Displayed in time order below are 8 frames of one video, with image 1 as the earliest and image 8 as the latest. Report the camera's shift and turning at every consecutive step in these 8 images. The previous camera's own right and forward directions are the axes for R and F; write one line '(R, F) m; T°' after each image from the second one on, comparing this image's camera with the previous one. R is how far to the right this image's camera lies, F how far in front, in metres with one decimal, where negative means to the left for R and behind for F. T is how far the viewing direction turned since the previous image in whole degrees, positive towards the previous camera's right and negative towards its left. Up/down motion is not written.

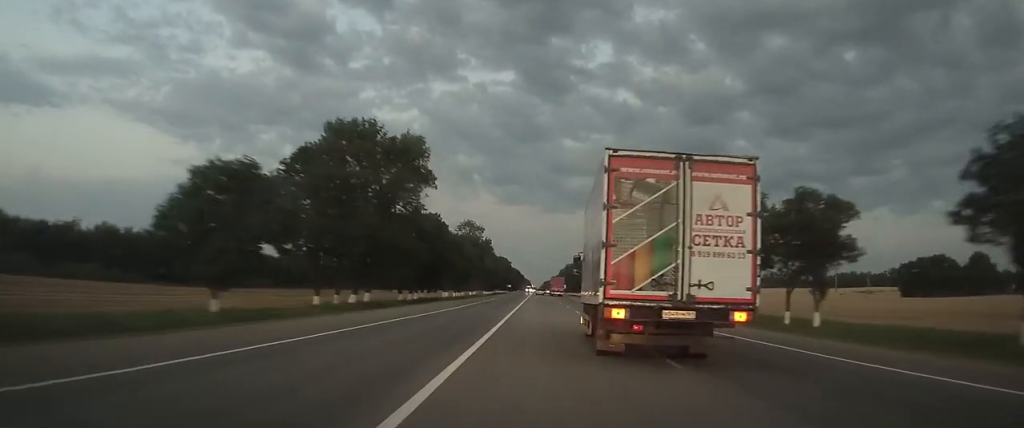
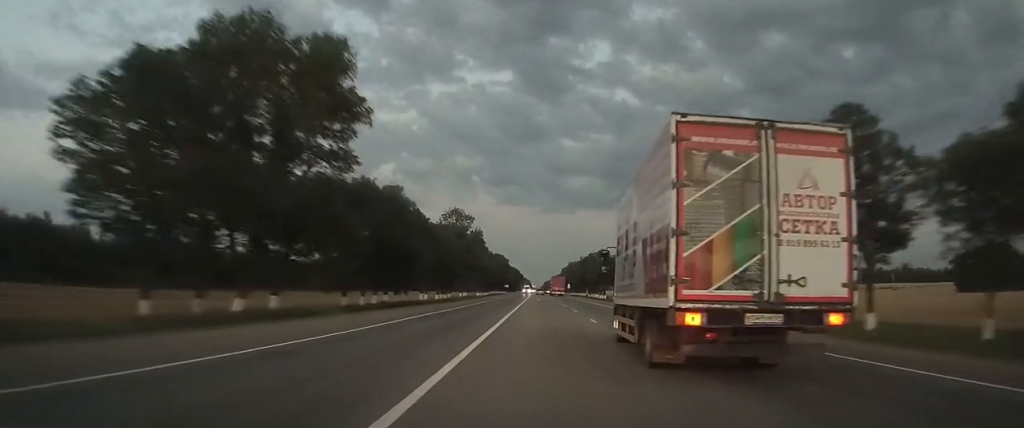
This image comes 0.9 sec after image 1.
(+0.1, +22.6) m; 0°
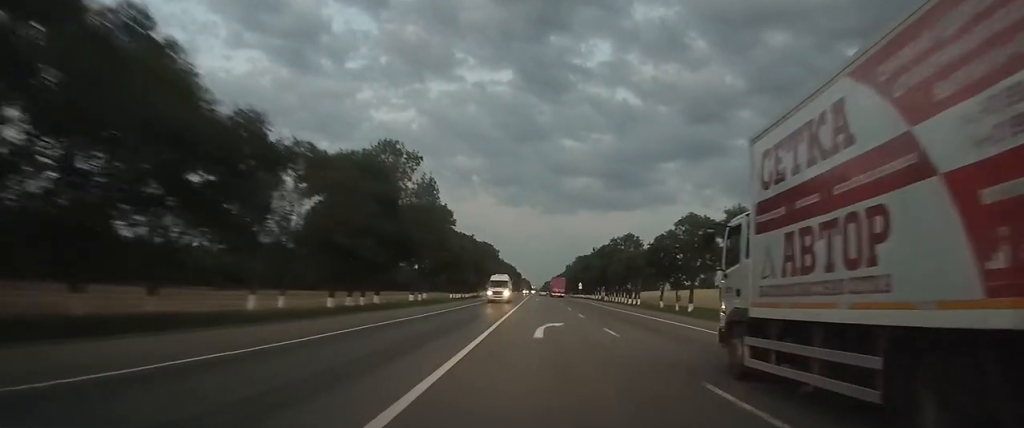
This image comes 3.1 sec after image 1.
(0.0, +54.7) m; 0°
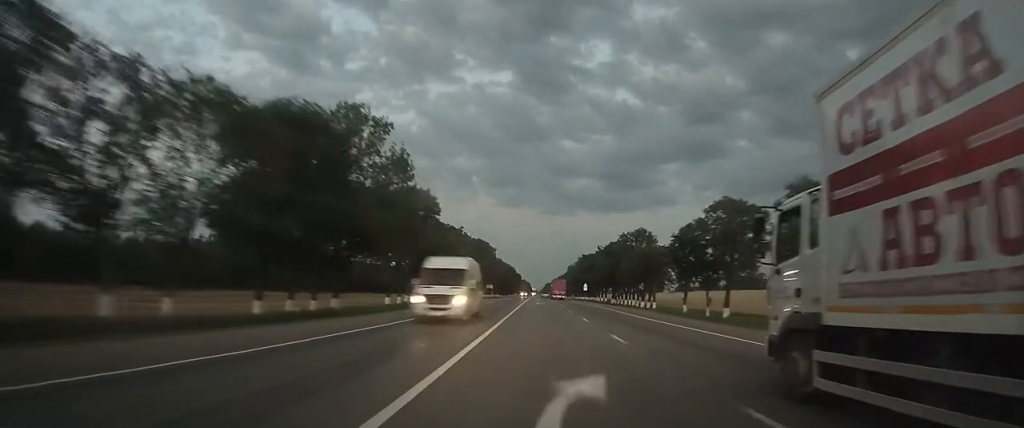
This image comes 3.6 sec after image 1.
(0.0, +14.0) m; 0°
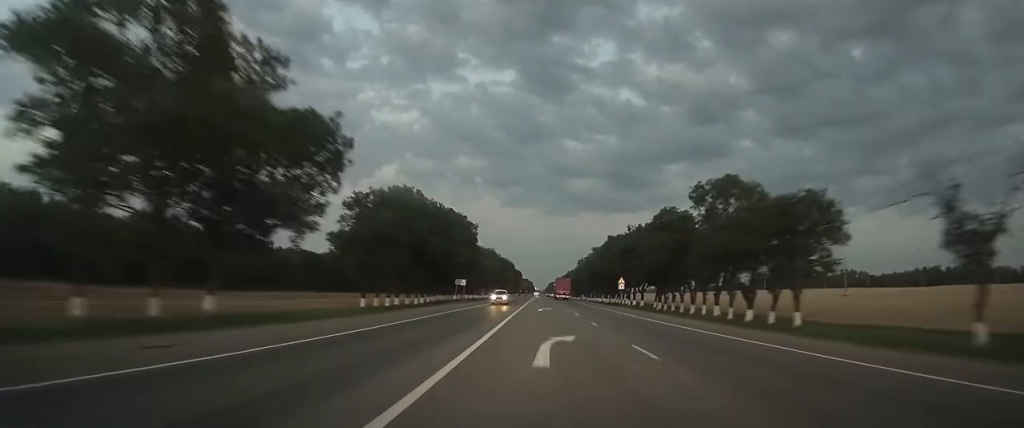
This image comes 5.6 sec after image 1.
(0.0, +52.2) m; 0°
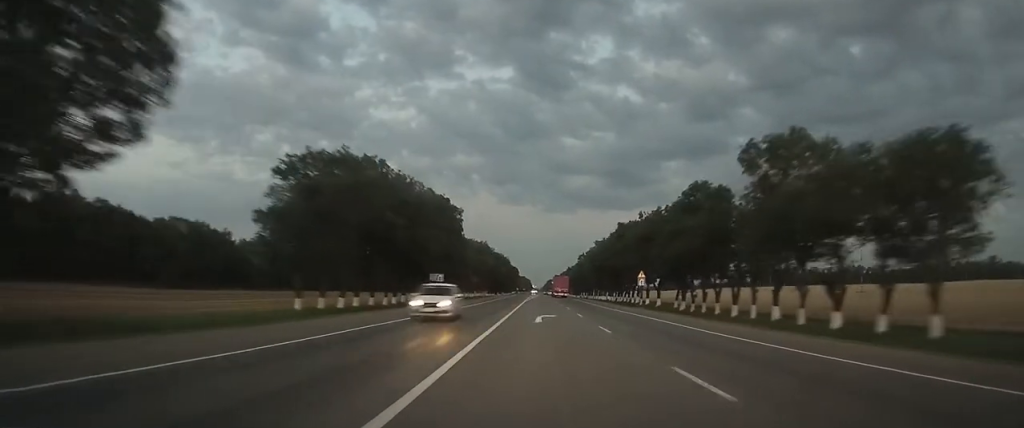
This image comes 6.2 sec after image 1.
(0.0, +16.6) m; 0°
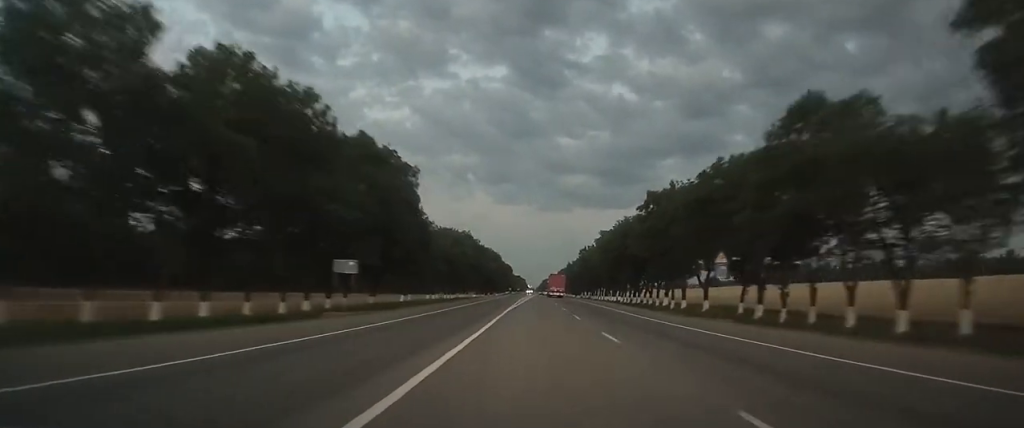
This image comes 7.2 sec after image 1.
(0.0, +28.1) m; 0°
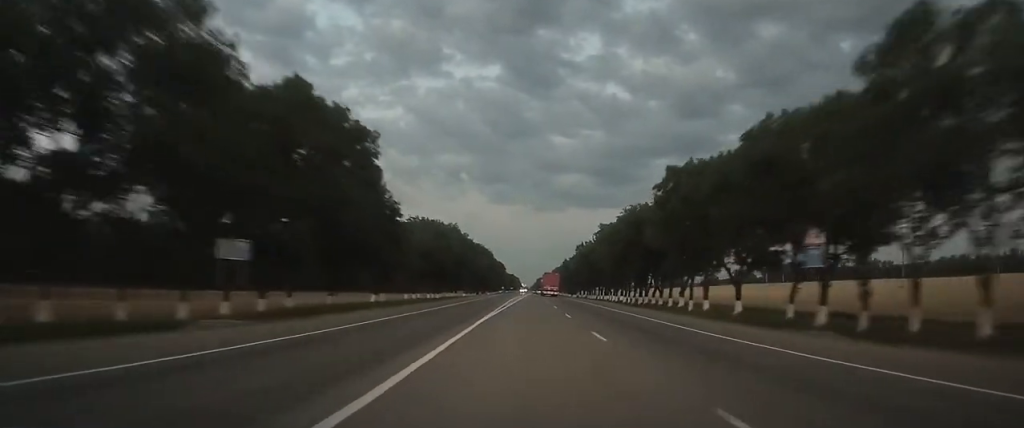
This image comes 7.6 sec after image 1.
(+0.1, +12.3) m; 0°
